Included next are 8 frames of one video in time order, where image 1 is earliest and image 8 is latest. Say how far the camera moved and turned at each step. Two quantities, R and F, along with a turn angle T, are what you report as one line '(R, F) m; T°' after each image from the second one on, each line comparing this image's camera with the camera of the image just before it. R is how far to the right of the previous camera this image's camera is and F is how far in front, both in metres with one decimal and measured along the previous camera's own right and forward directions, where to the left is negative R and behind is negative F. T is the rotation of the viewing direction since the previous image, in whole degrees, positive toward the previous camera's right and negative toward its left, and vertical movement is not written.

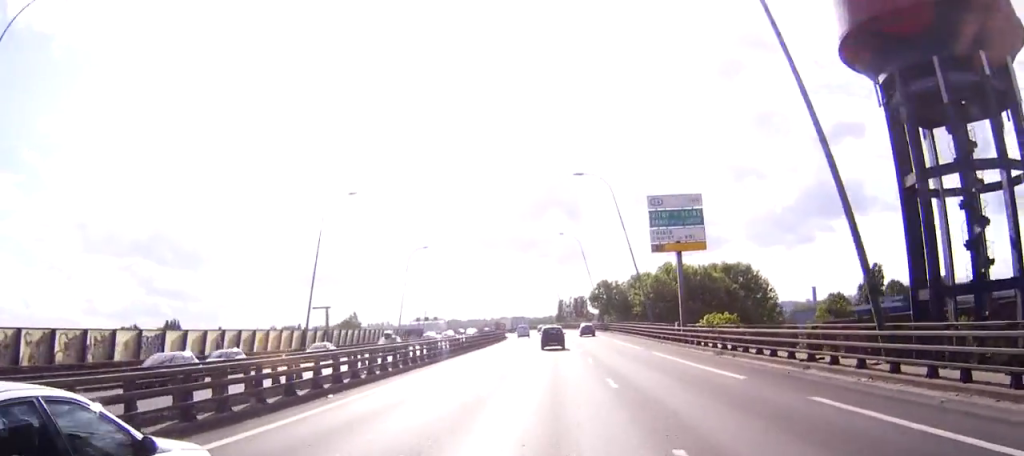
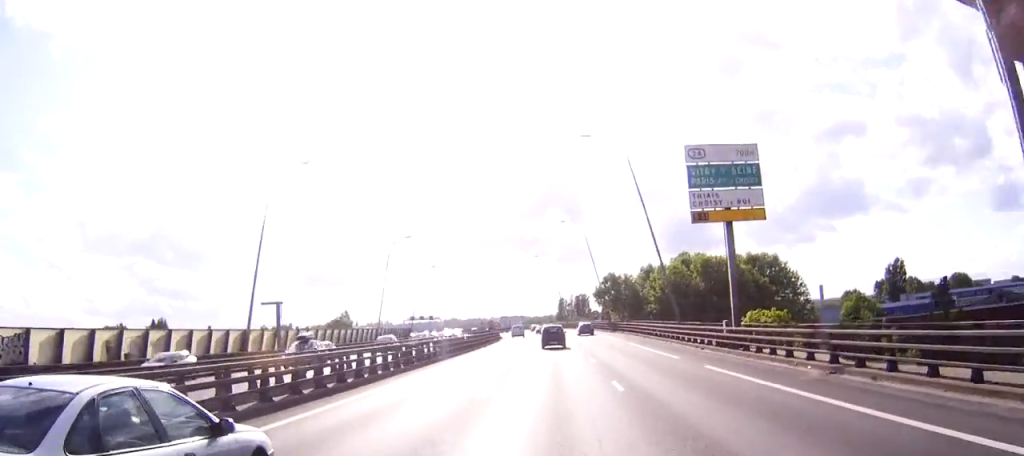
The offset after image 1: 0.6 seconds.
(-0.1, +14.5) m; 0°
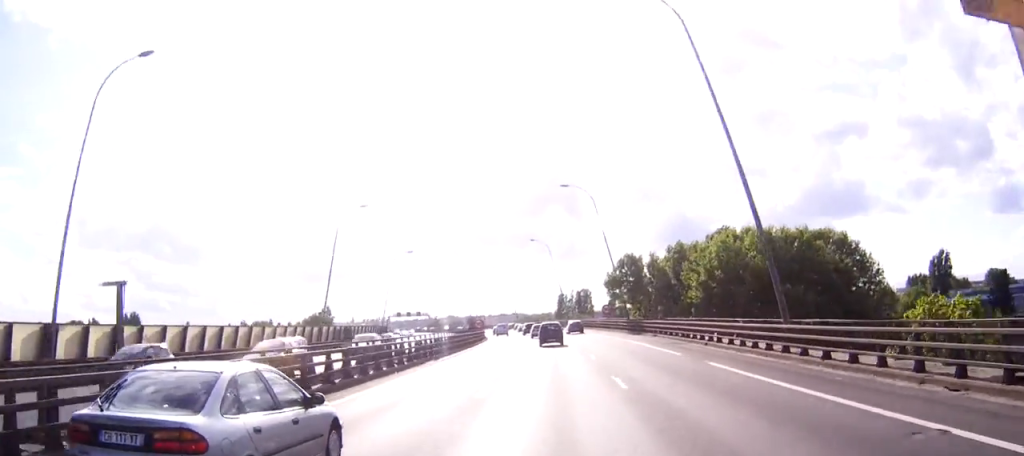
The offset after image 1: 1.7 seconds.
(0.0, +25.7) m; 0°
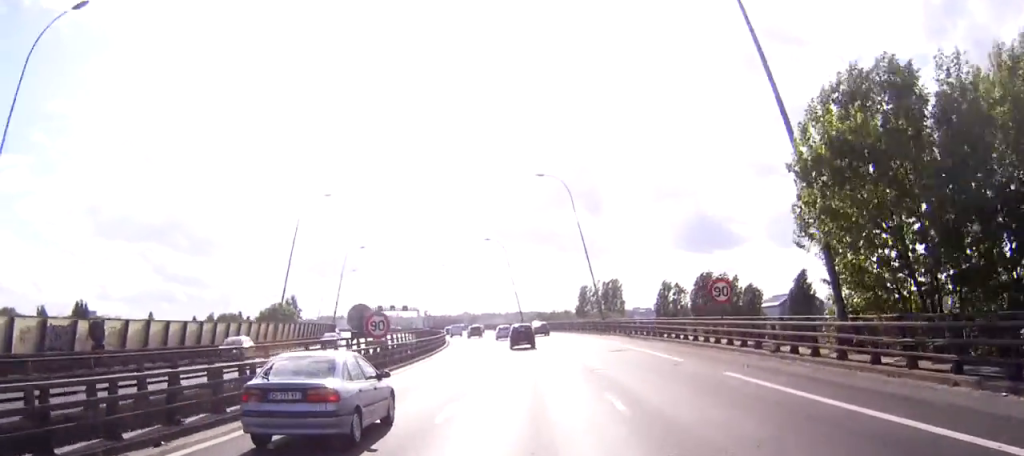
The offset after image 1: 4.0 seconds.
(-0.4, +56.3) m; -1°
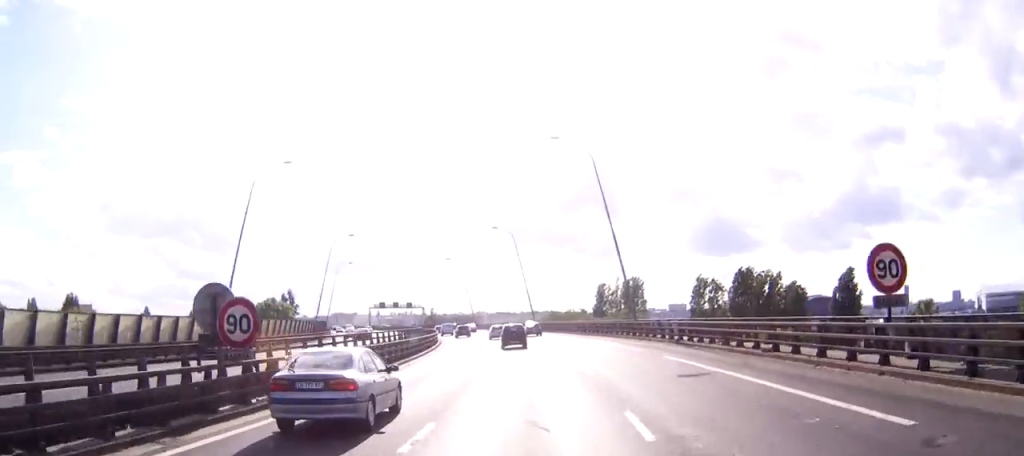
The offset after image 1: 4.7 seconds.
(-0.1, +16.5) m; -1°
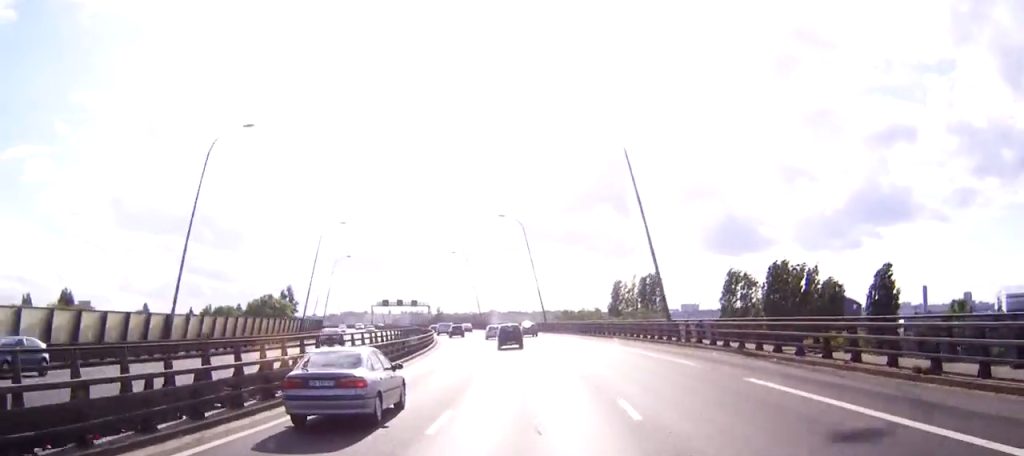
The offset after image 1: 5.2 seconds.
(-0.1, +10.9) m; -1°
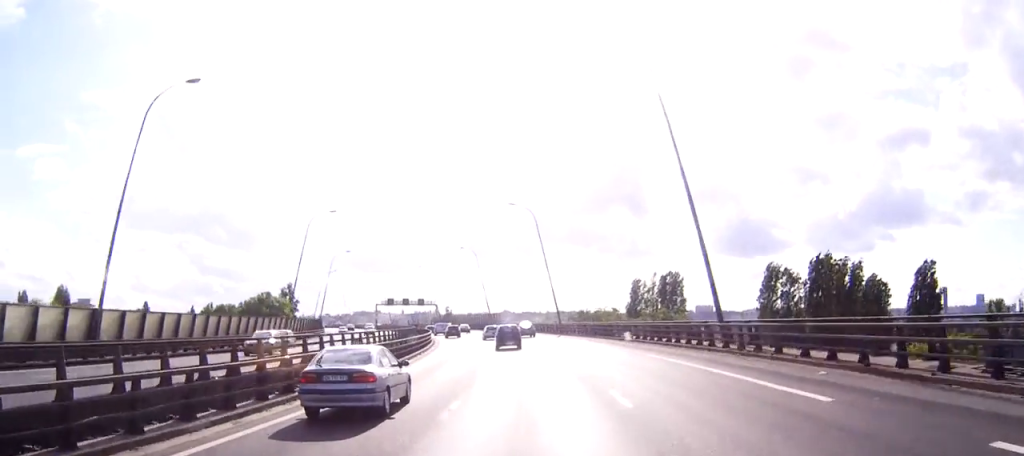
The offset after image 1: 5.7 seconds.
(0.0, +10.9) m; -1°
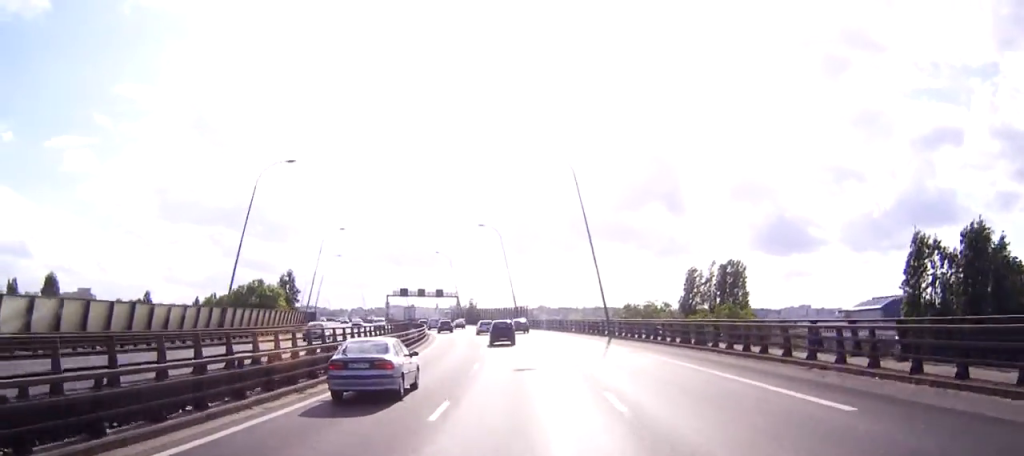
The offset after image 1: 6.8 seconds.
(-0.6, +26.5) m; -3°
